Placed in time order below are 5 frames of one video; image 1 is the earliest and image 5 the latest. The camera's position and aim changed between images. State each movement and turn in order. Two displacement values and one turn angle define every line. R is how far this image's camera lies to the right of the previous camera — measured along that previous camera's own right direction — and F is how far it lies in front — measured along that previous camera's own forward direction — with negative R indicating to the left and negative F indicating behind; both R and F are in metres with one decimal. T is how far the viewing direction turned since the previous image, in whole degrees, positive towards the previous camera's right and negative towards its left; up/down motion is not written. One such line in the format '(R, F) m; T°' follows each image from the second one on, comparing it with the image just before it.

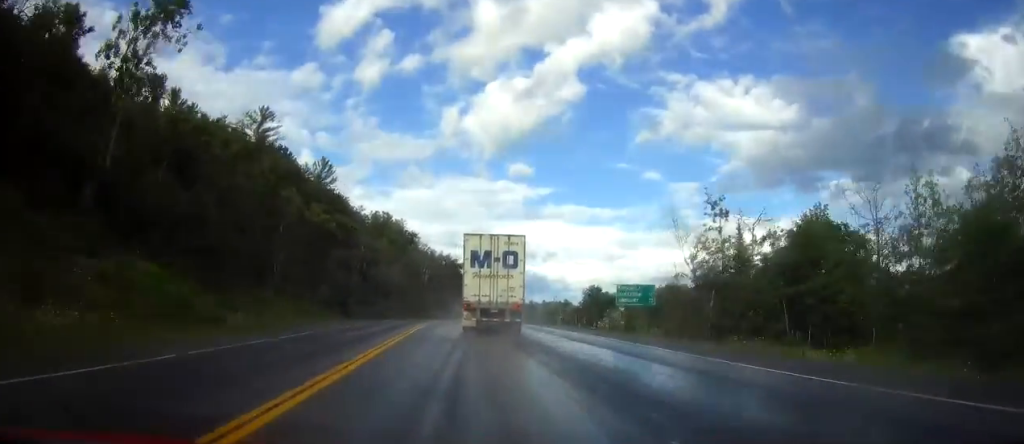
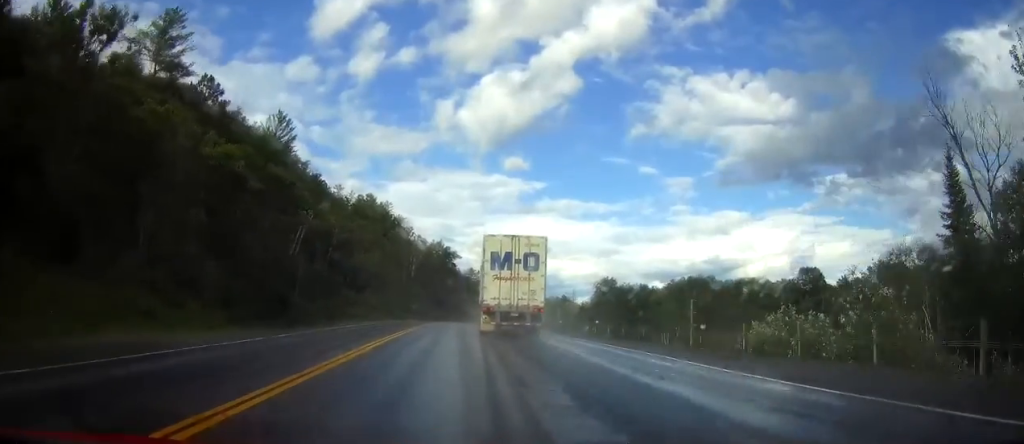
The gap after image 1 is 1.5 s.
(+0.2, +35.9) m; +1°
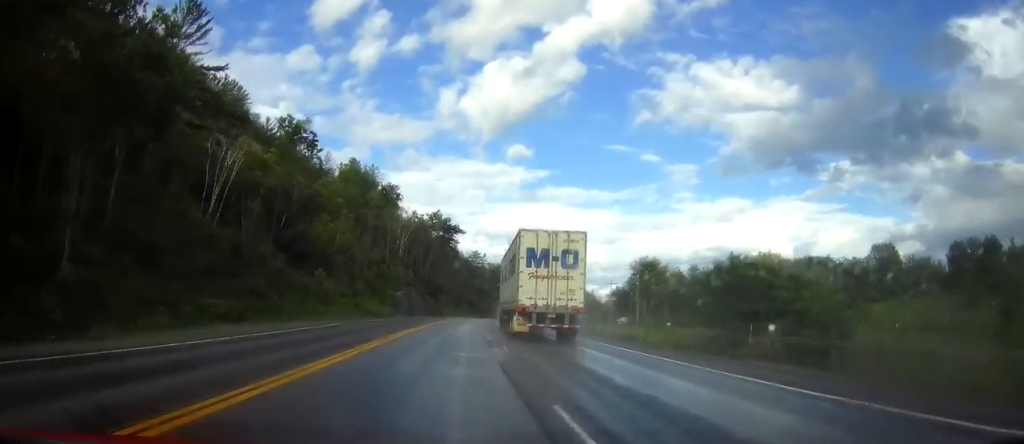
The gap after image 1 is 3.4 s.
(0.0, +48.4) m; 0°
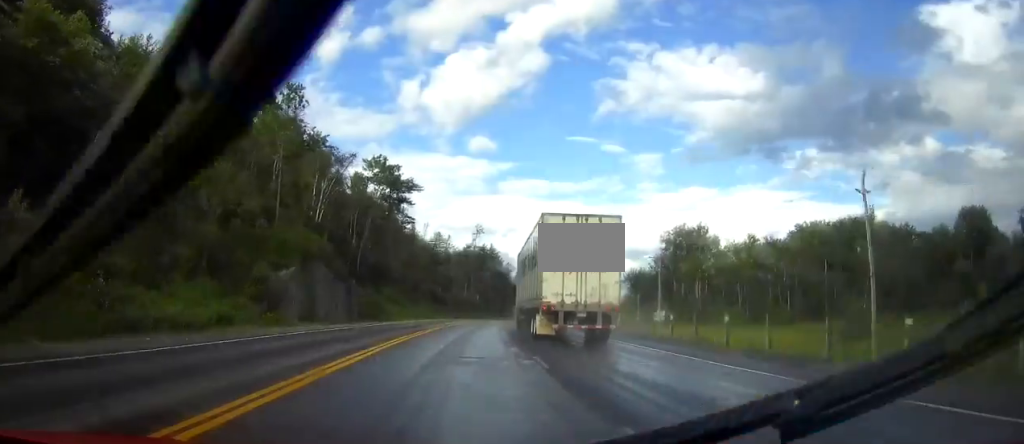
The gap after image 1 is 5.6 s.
(+1.5, +59.8) m; +3°
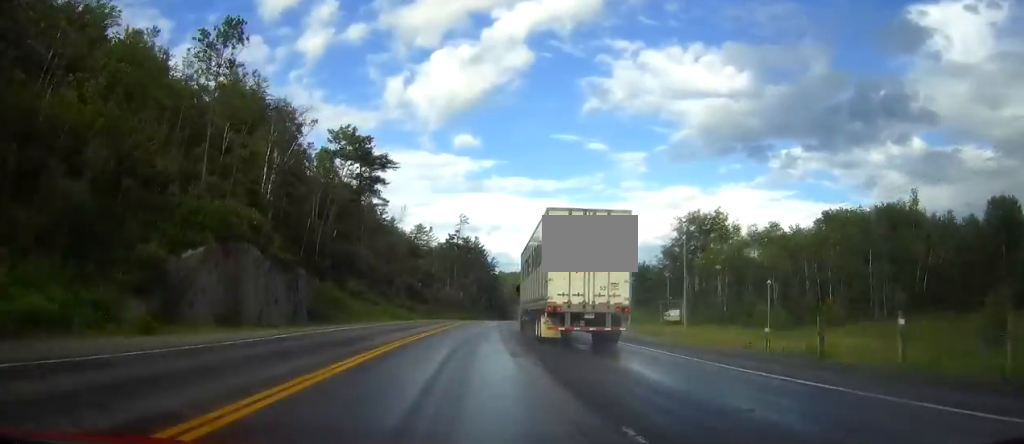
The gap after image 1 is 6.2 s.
(+0.2, +17.6) m; +1°
